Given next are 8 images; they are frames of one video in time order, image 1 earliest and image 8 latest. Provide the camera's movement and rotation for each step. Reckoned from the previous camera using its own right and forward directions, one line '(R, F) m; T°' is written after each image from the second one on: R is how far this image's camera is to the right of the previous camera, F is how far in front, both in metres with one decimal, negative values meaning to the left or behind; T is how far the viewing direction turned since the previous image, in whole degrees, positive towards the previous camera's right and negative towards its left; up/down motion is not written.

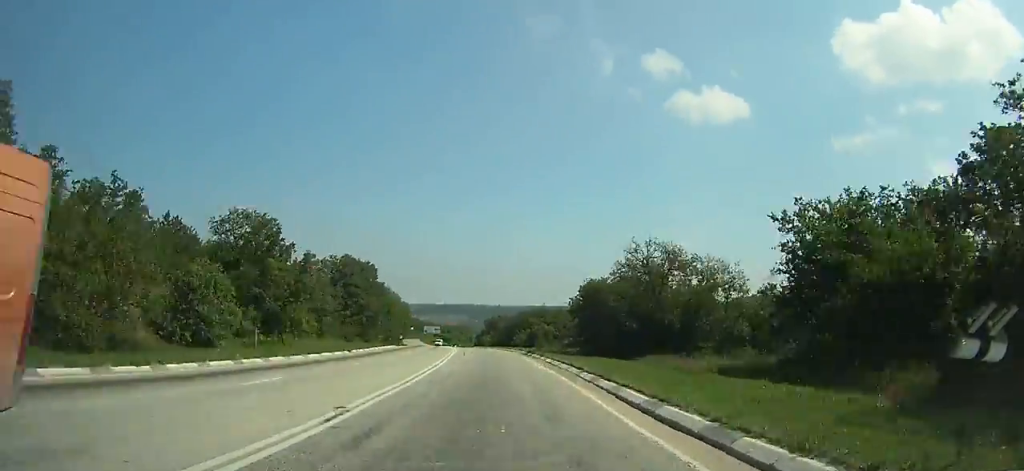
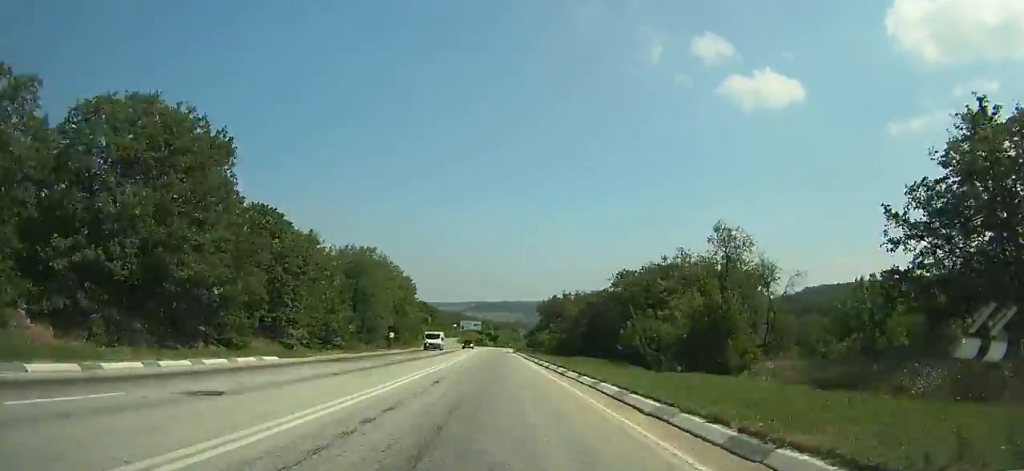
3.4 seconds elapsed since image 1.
(-2.3, +53.7) m; -5°
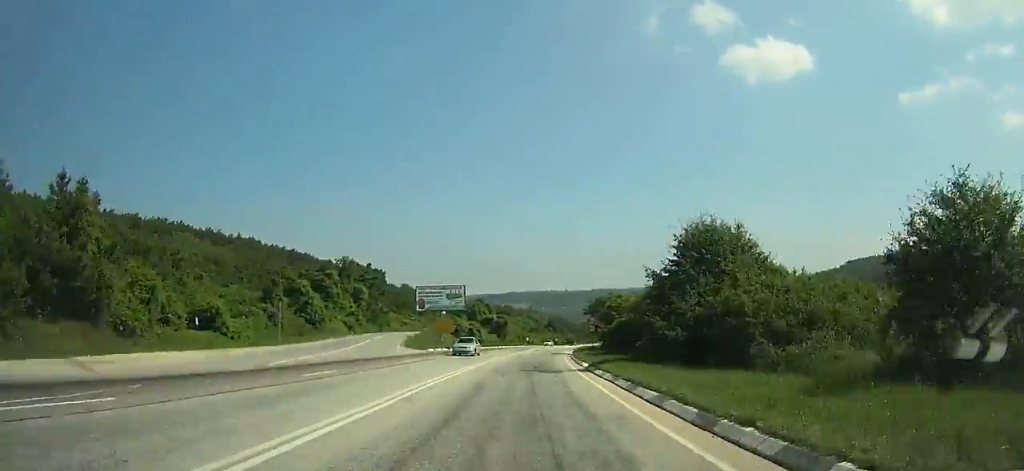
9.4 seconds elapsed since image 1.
(-4.0, +94.6) m; -1°
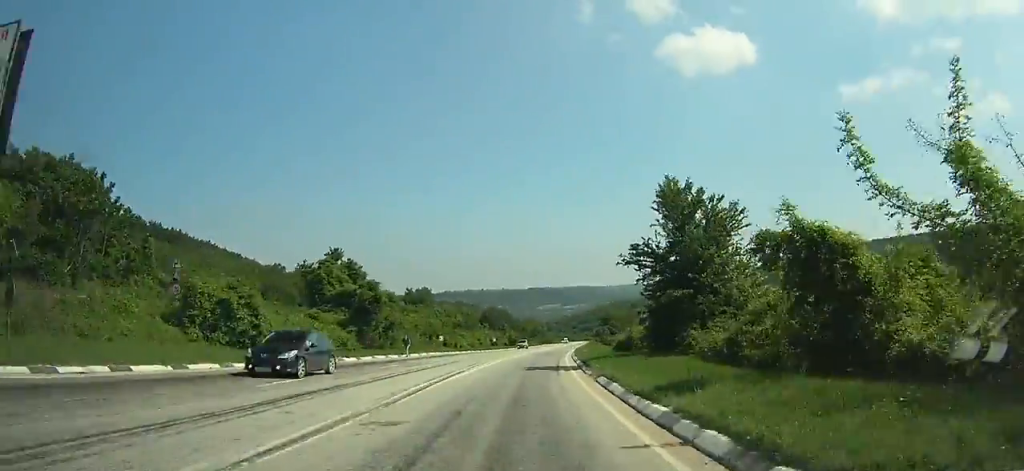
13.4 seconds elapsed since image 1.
(+2.6, +63.9) m; +6°
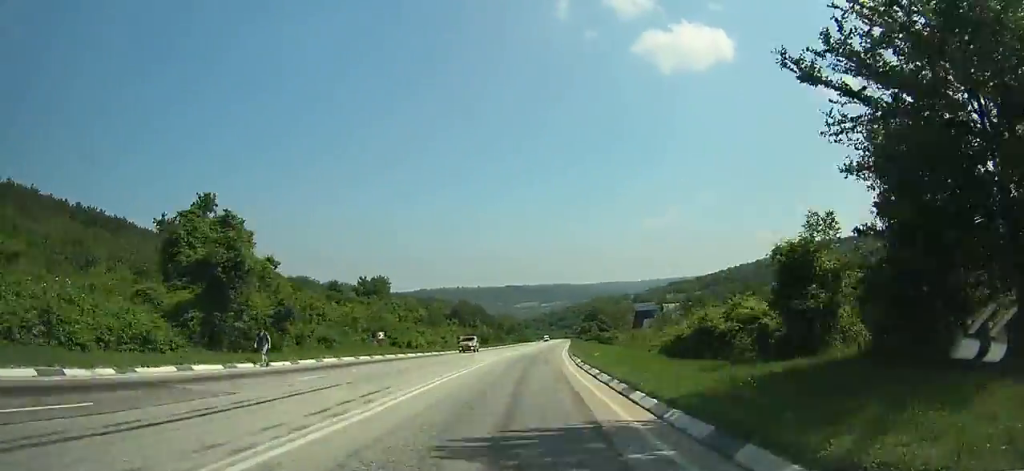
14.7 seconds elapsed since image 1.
(+0.7, +21.3) m; +2°
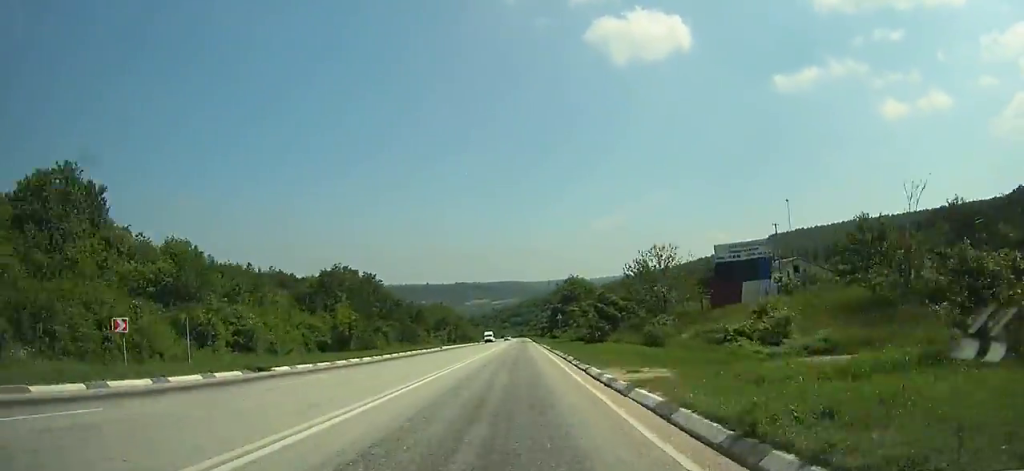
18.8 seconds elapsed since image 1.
(+3.2, +68.4) m; +4°
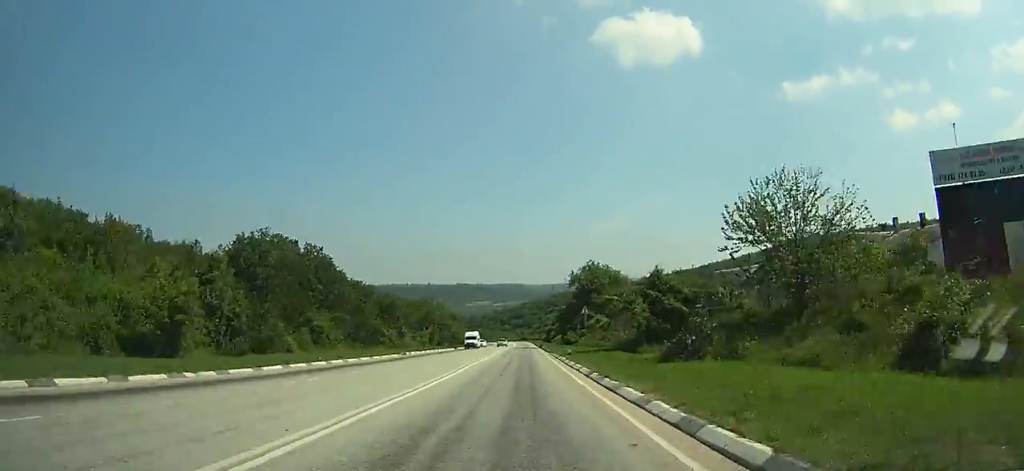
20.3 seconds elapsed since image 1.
(+0.2, +25.5) m; +1°
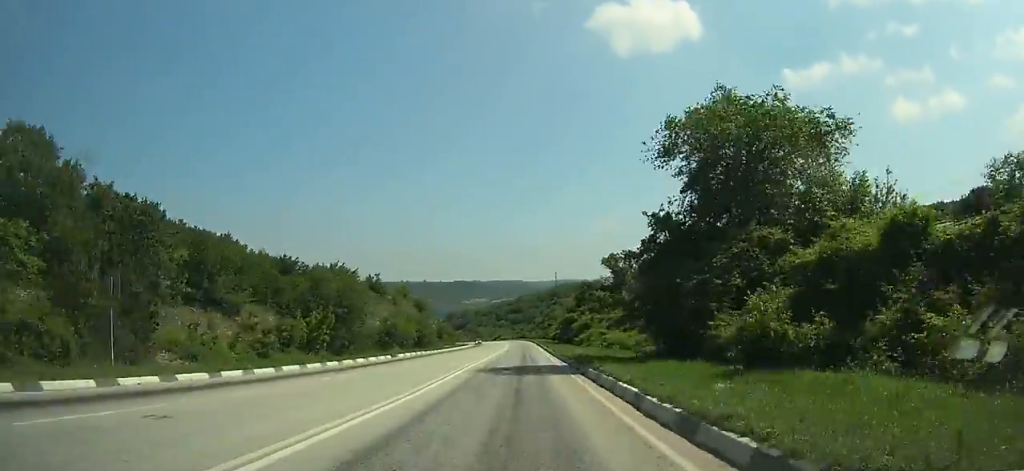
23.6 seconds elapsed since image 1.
(+0.4, +56.7) m; 0°
